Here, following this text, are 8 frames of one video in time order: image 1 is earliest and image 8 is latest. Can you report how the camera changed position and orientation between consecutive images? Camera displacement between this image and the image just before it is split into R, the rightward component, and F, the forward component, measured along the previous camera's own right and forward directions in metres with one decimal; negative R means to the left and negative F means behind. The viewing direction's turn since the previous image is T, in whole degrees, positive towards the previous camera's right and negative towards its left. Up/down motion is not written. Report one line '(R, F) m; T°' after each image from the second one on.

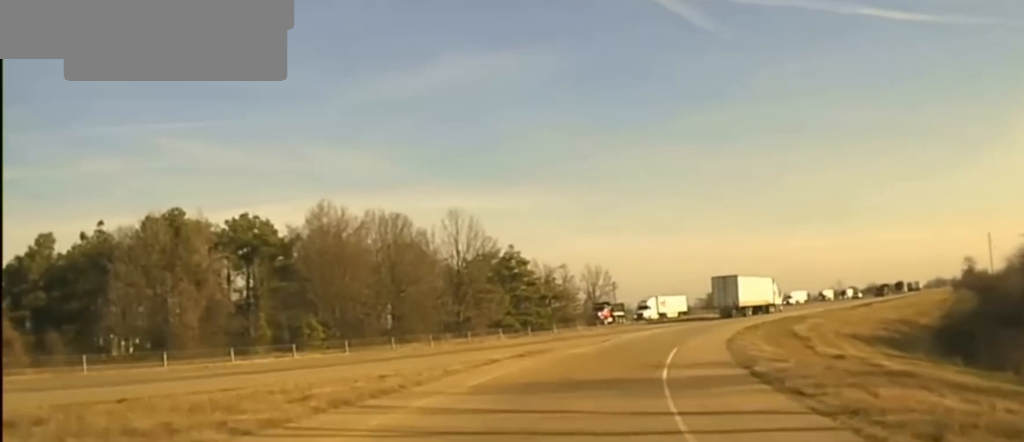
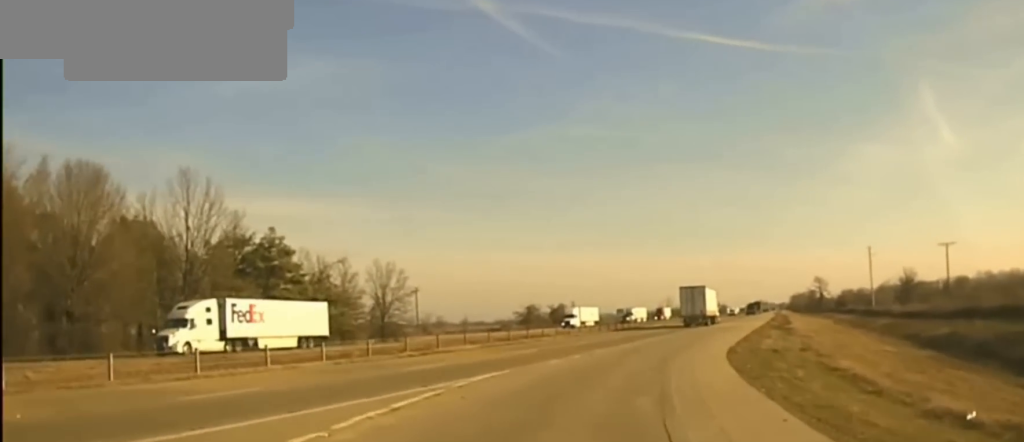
(+5.7, +54.4) m; +11°
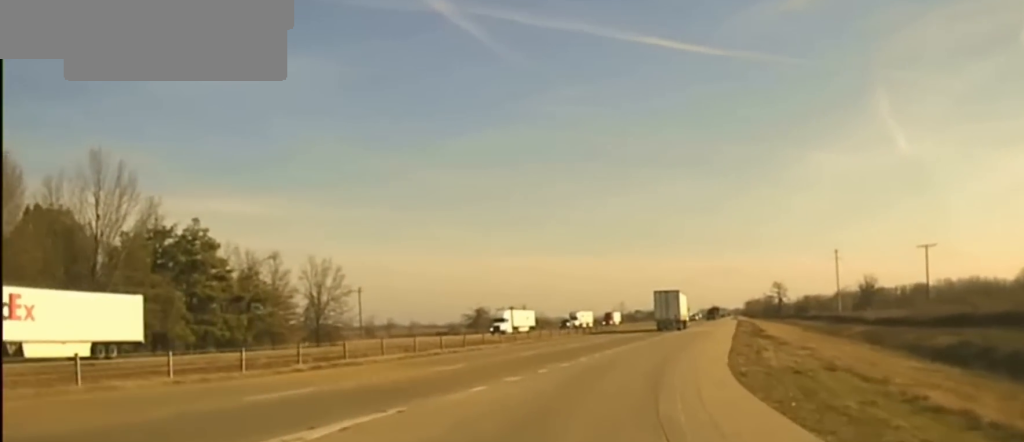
(+0.3, +14.6) m; +3°
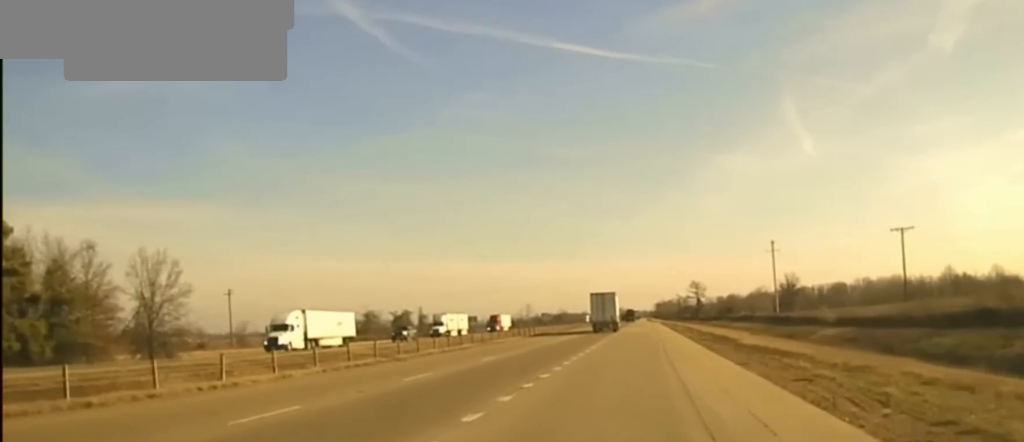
(+1.5, +29.1) m; +5°
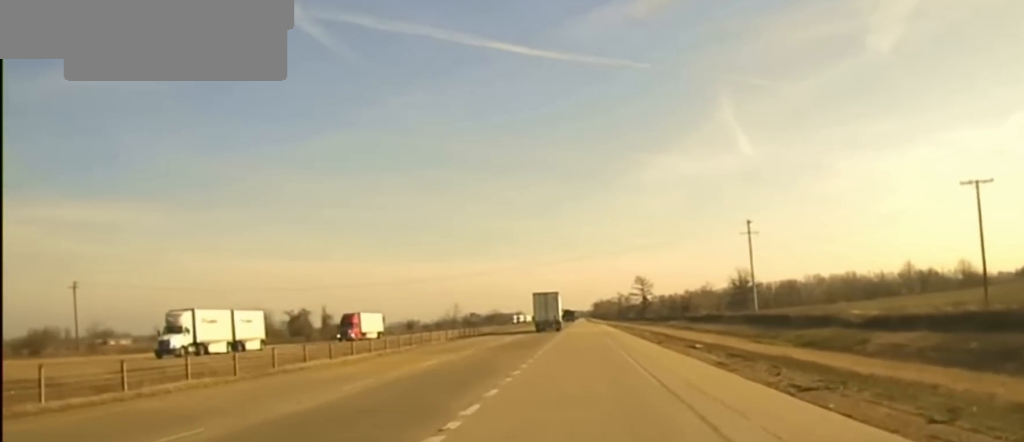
(+1.3, +36.1) m; +2°
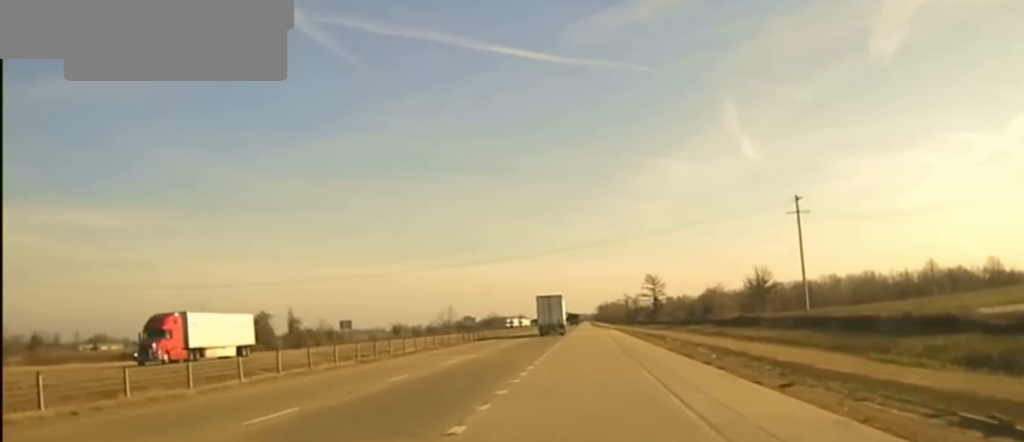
(-0.1, +24.8) m; 0°
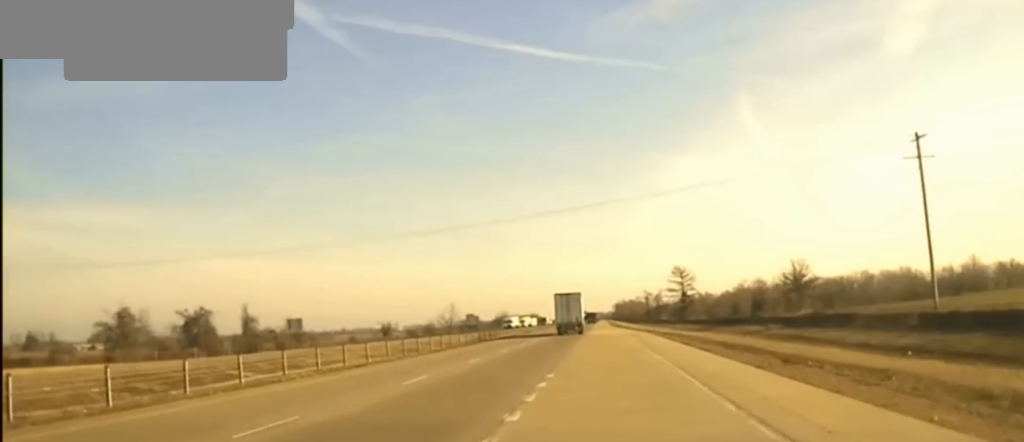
(-0.1, +31.2) m; -1°
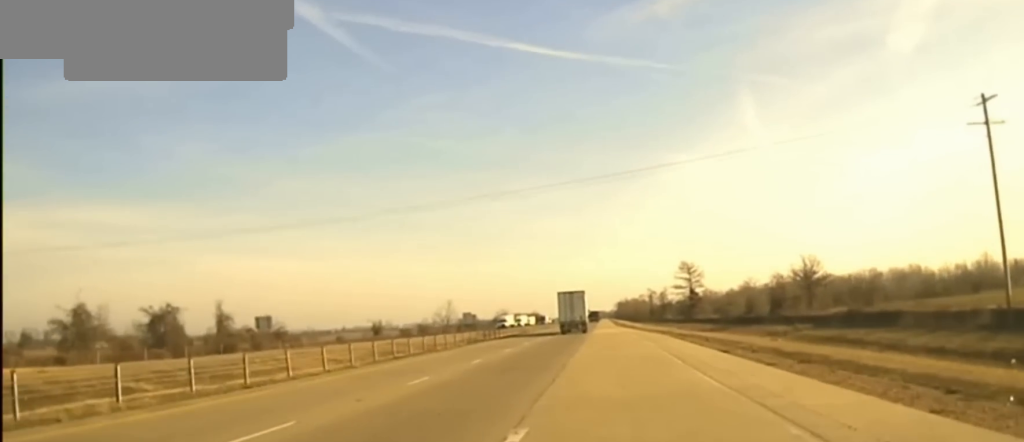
(-0.2, +15.4) m; 0°
